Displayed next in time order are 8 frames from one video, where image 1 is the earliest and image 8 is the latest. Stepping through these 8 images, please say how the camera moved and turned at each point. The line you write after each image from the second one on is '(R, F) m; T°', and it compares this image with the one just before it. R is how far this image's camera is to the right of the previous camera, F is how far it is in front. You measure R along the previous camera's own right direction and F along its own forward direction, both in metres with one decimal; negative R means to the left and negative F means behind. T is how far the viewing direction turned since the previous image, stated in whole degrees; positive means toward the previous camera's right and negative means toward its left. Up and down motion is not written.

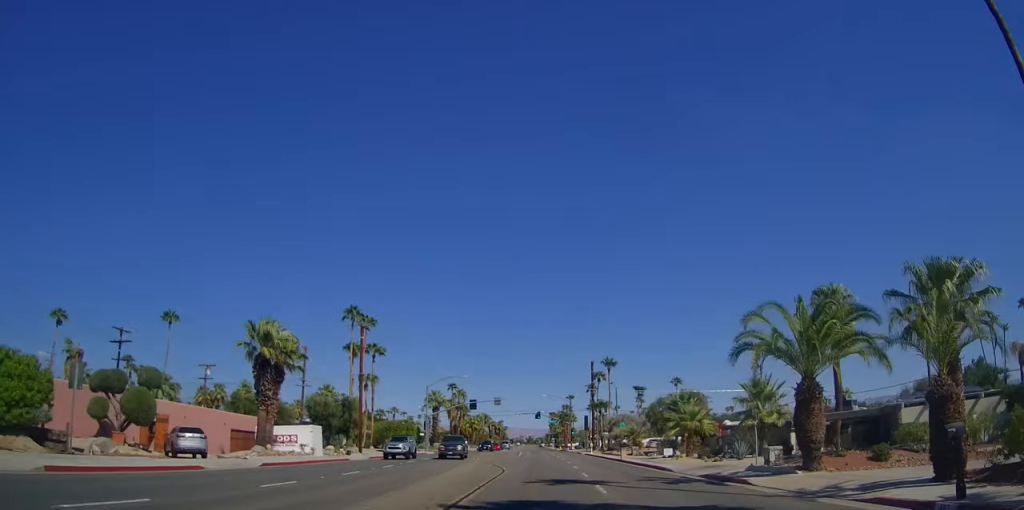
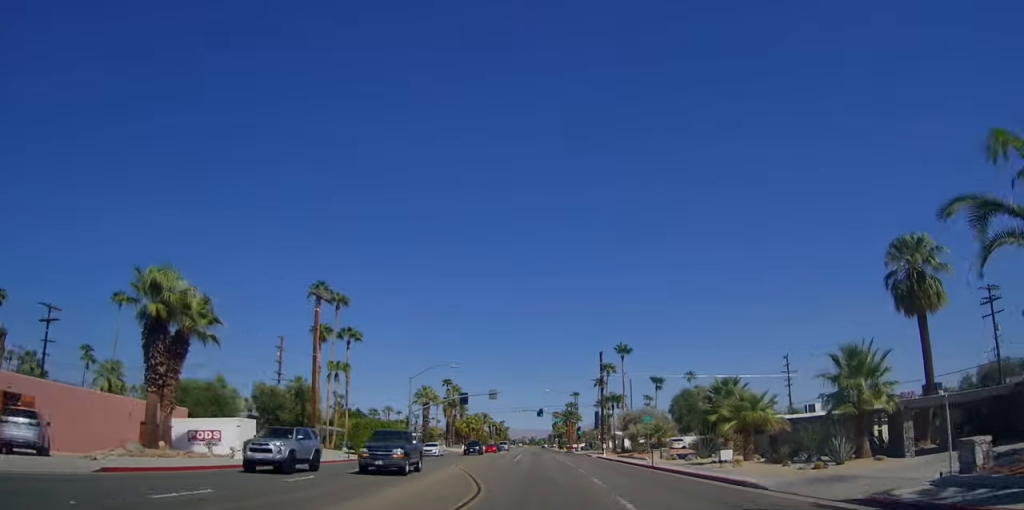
(0.0, +12.0) m; 0°
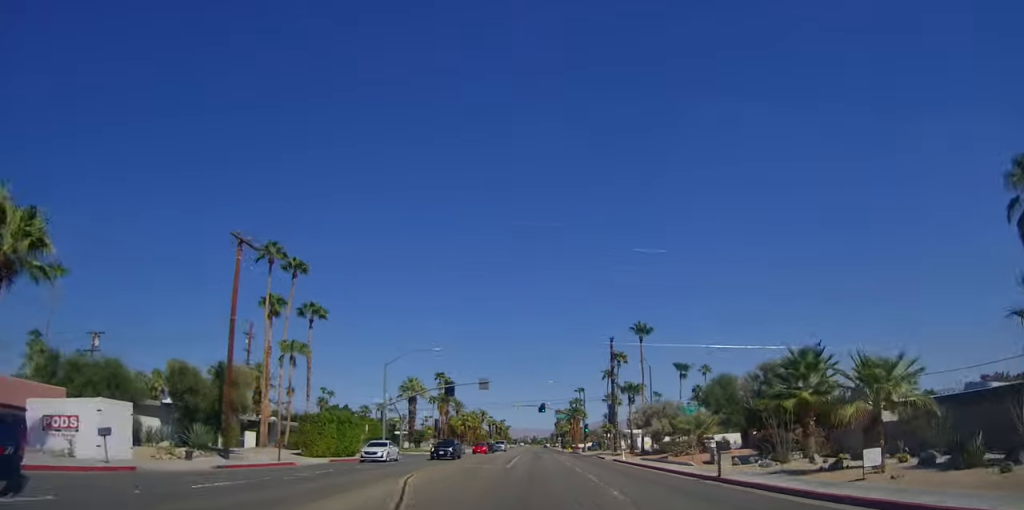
(0.0, +12.5) m; 0°
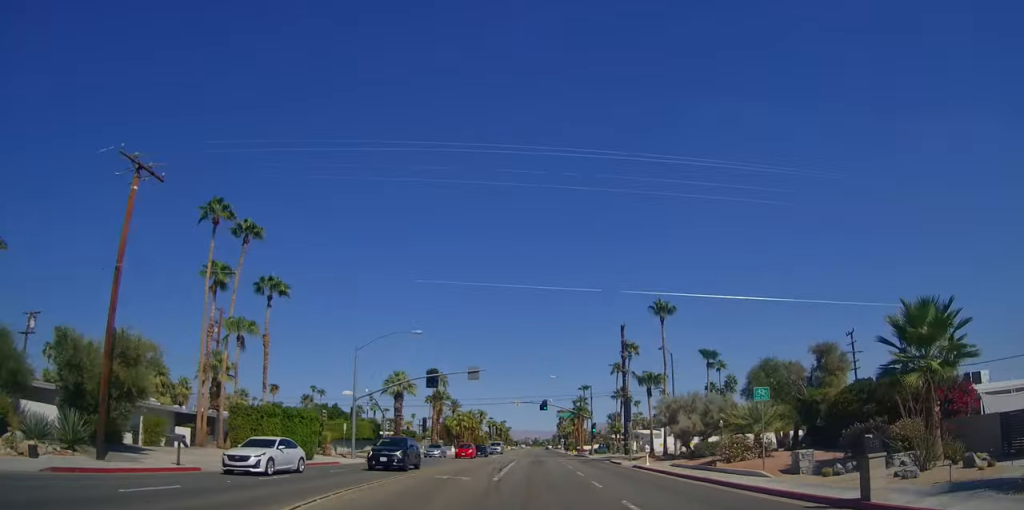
(0.0, +10.0) m; 0°
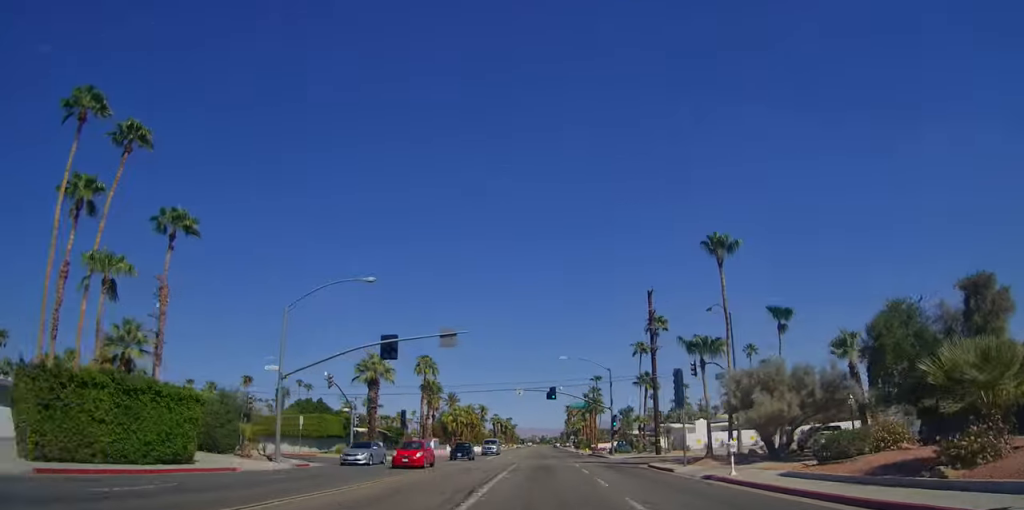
(0.0, +15.4) m; +1°
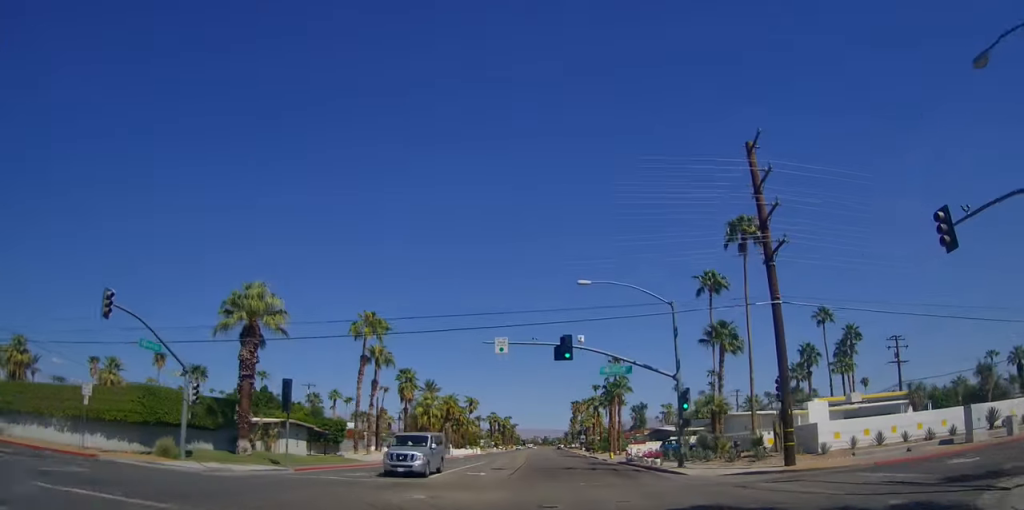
(+0.5, +29.3) m; -1°
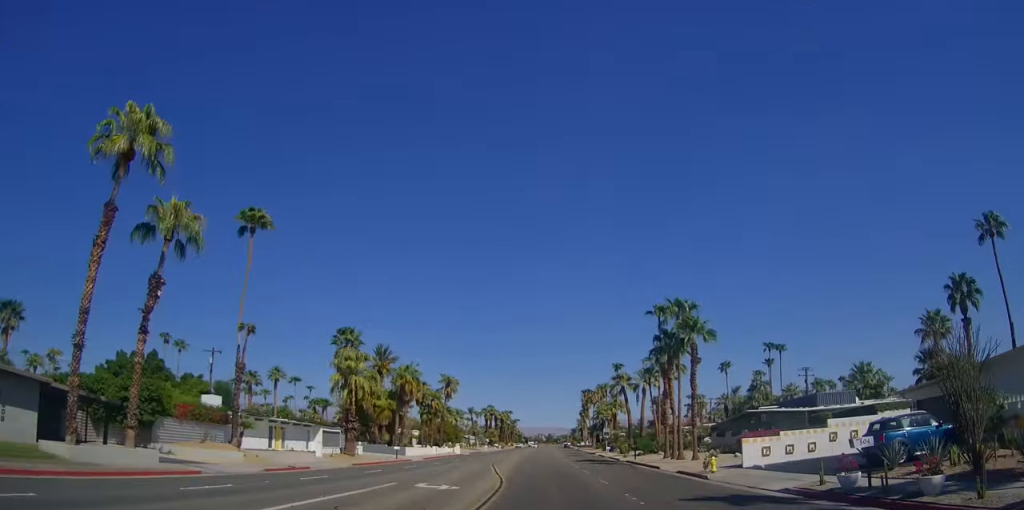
(-0.7, +33.8) m; 0°
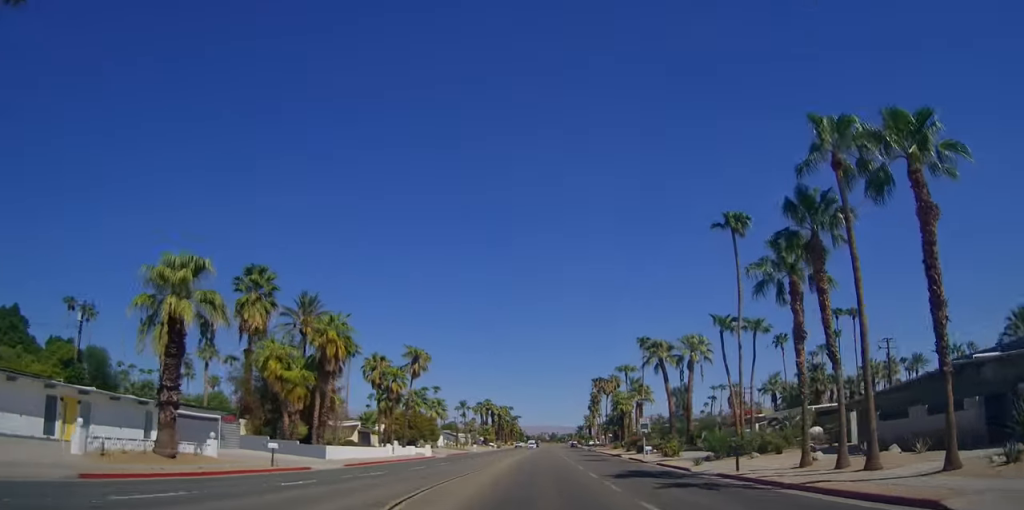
(0.0, +24.9) m; 0°
